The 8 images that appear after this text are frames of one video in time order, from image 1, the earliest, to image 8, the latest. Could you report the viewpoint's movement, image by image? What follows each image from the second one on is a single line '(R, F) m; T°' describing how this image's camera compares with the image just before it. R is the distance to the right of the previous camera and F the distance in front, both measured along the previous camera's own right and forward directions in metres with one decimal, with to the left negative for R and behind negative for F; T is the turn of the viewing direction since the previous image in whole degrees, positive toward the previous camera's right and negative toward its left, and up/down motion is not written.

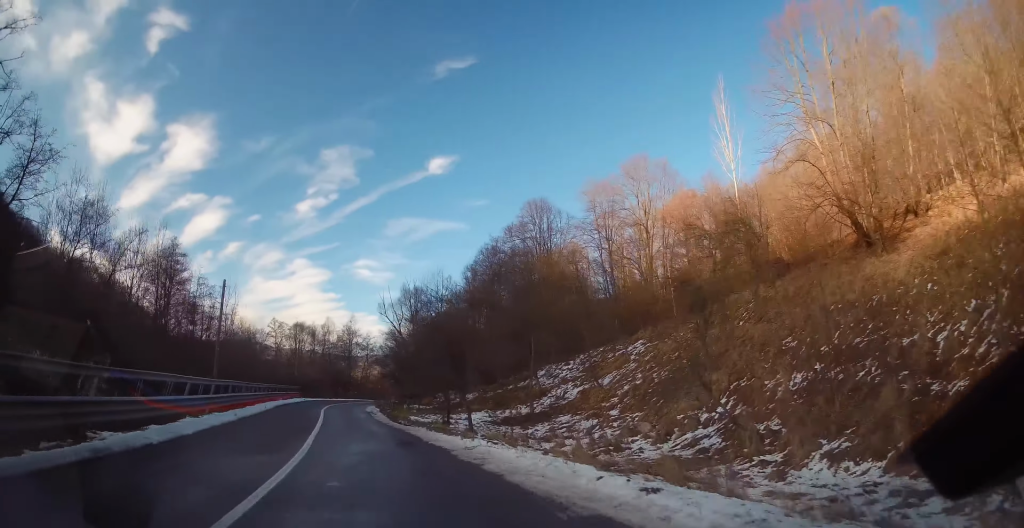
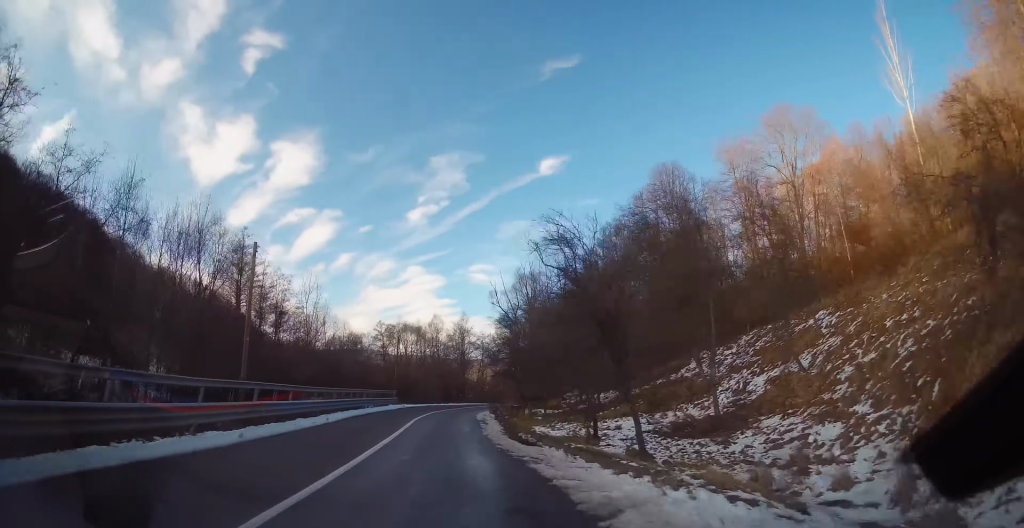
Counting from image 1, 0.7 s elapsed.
(-1.2, +9.6) m; -8°
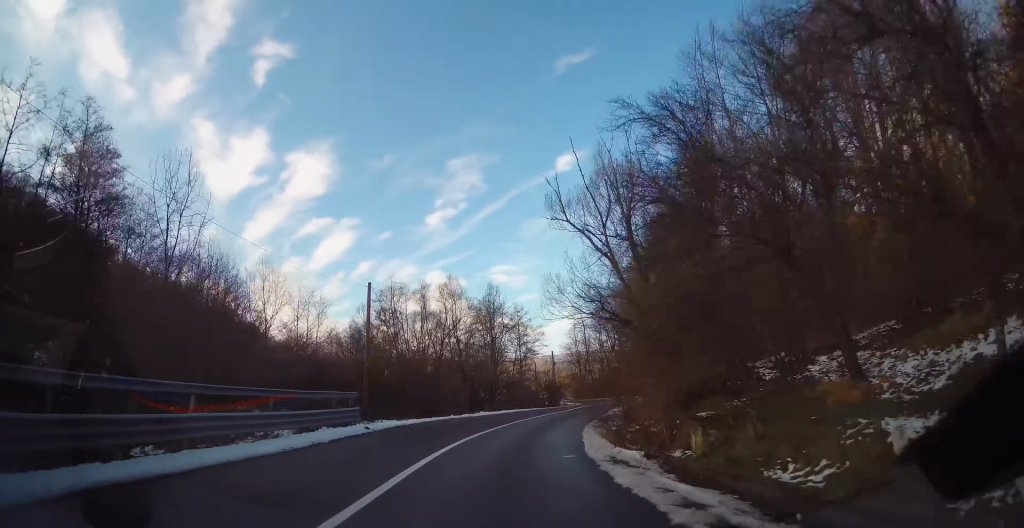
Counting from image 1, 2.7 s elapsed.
(-1.0, +27.6) m; +2°
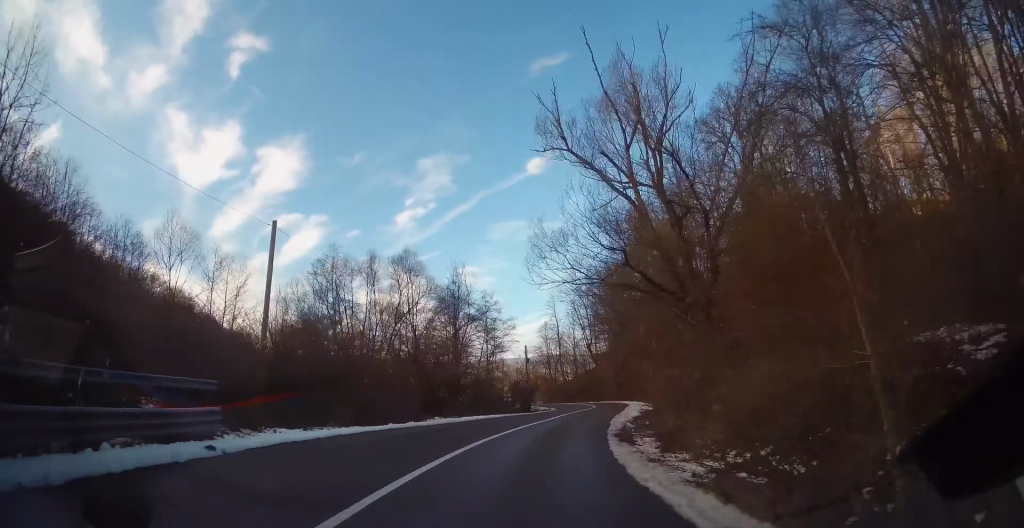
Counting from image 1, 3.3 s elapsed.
(+0.6, +9.1) m; +6°
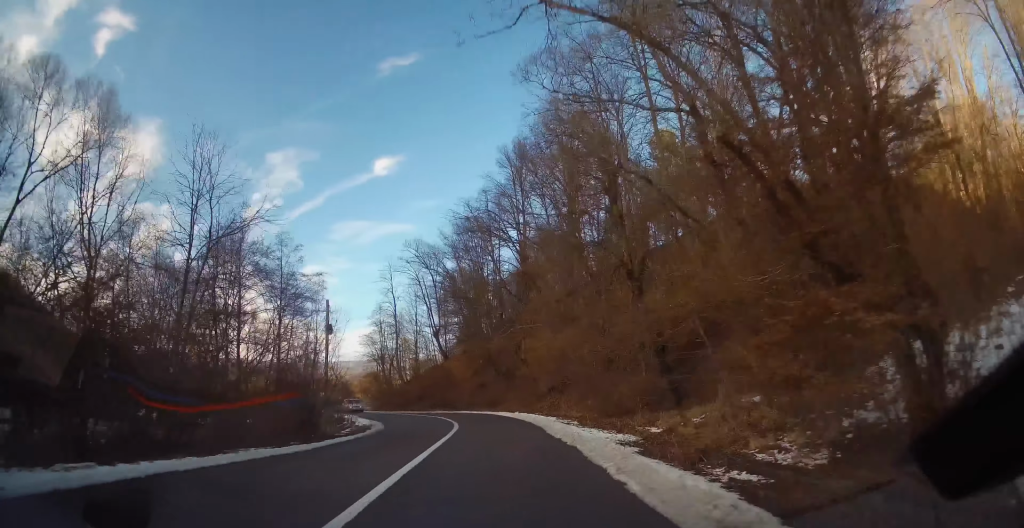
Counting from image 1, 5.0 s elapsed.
(+3.1, +23.4) m; +12°
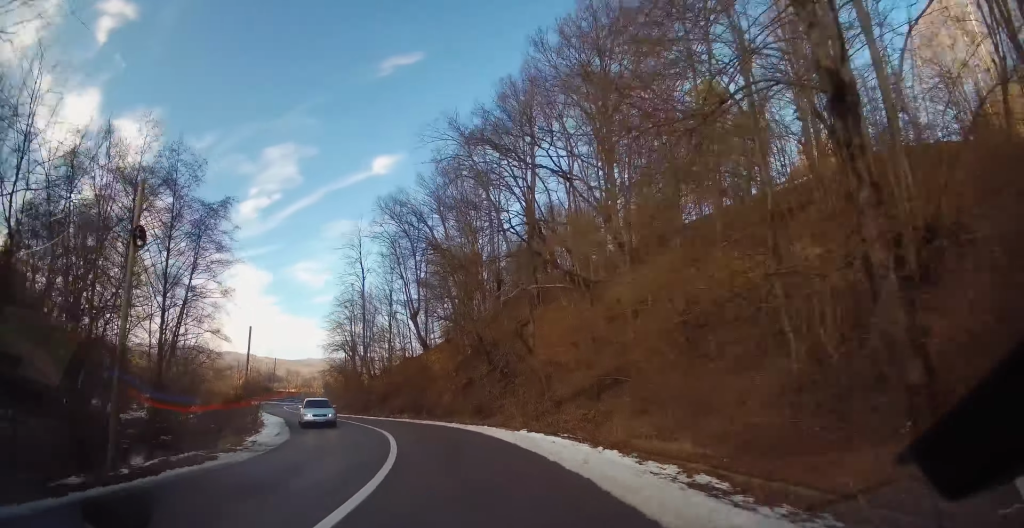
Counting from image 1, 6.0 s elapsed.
(+0.2, +14.2) m; -2°
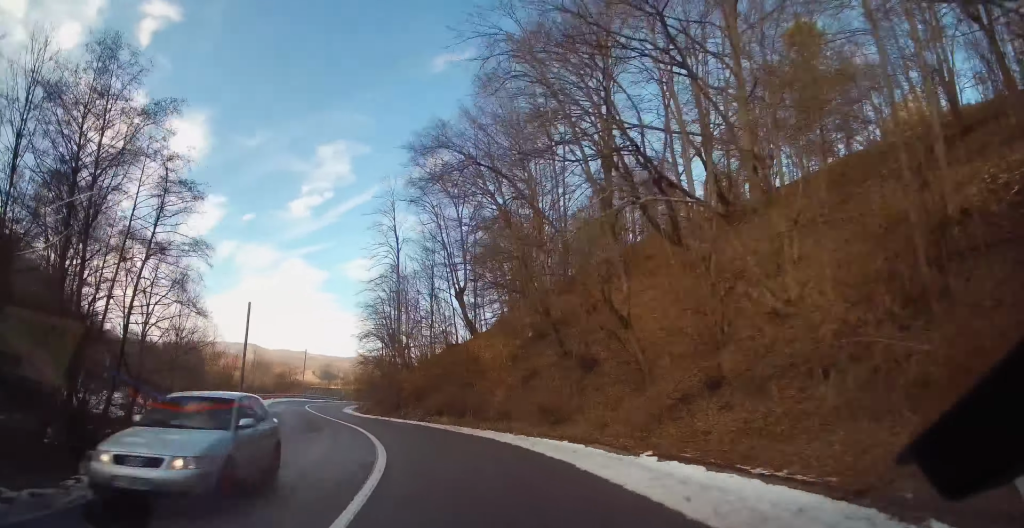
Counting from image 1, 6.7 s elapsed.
(+0.1, +9.5) m; -6°
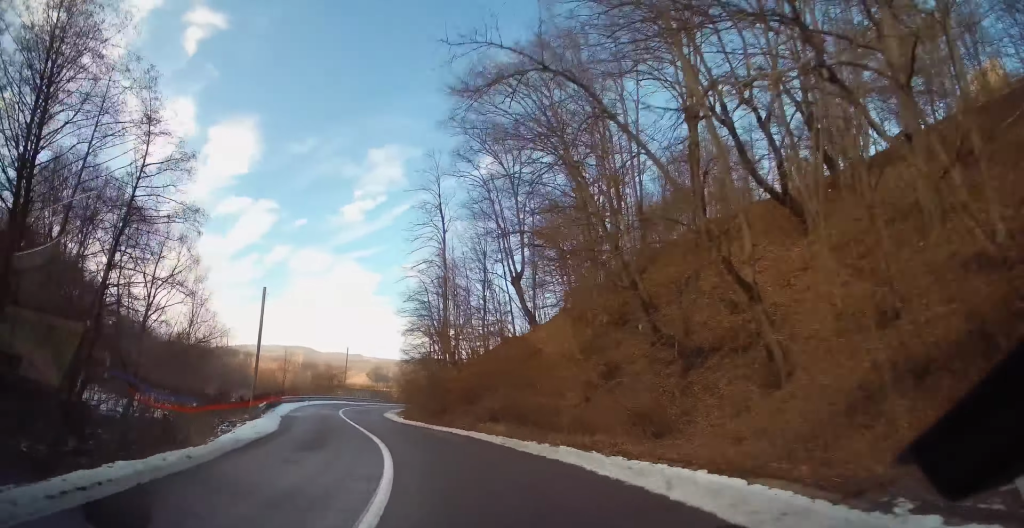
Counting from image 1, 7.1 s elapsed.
(-0.6, +5.7) m; -4°
